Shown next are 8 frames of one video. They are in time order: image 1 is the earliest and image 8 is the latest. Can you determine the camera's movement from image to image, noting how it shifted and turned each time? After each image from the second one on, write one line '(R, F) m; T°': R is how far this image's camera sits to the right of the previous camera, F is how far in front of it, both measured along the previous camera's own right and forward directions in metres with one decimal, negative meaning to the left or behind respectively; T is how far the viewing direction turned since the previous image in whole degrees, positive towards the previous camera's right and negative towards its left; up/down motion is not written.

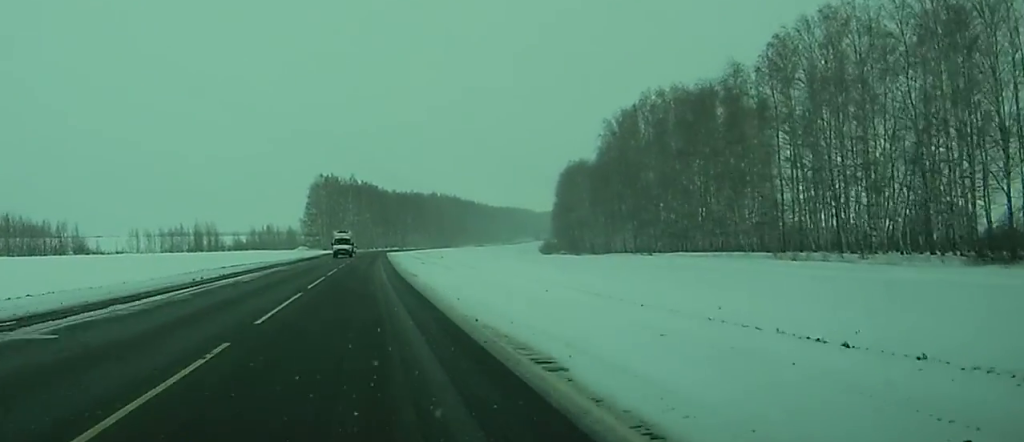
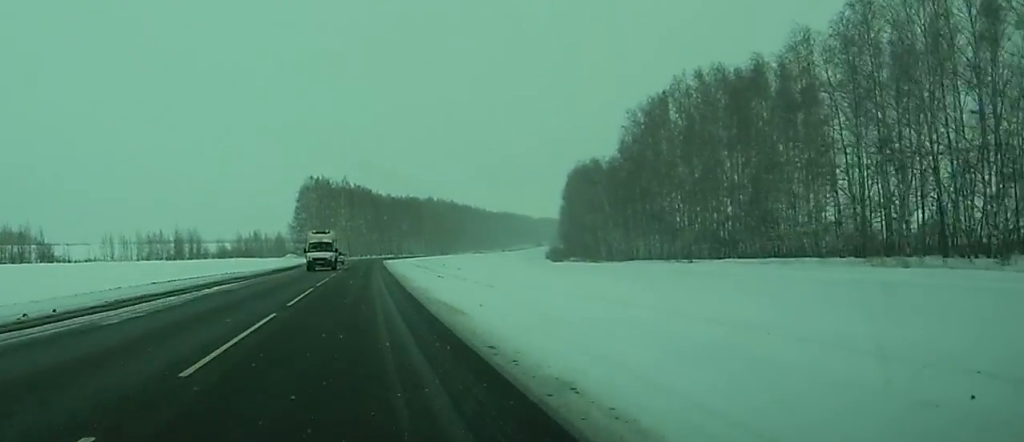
(0.0, +18.0) m; 0°
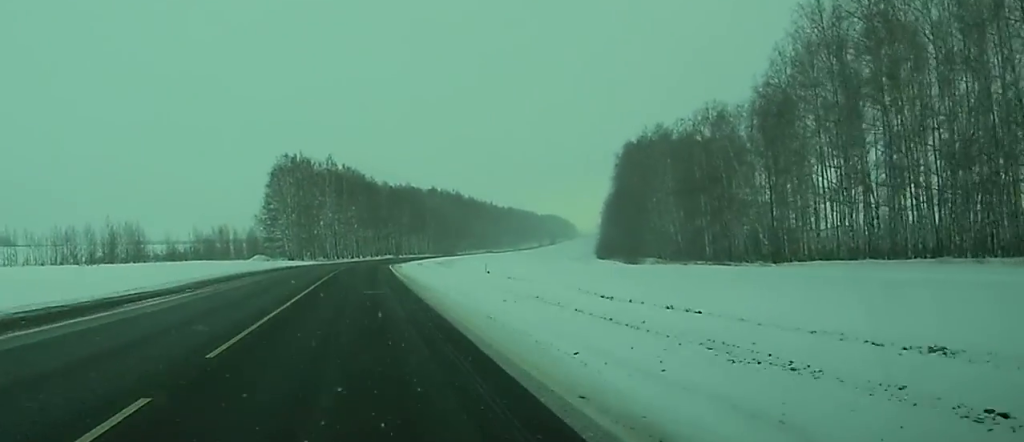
(-0.1, +59.0) m; 0°
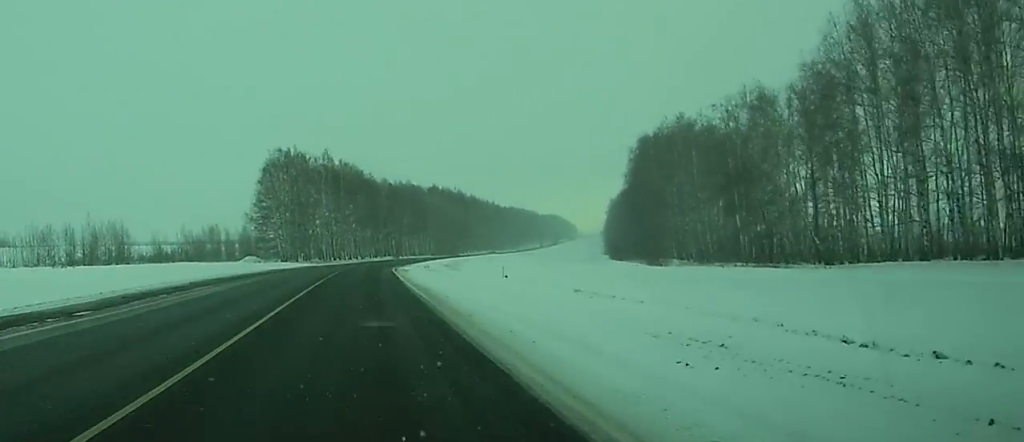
(0.0, +12.1) m; 0°
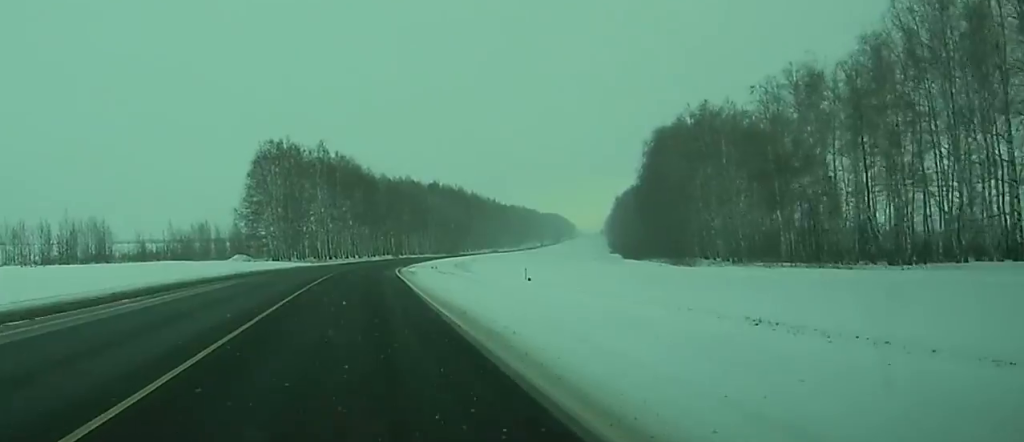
(0.0, +12.0) m; 0°
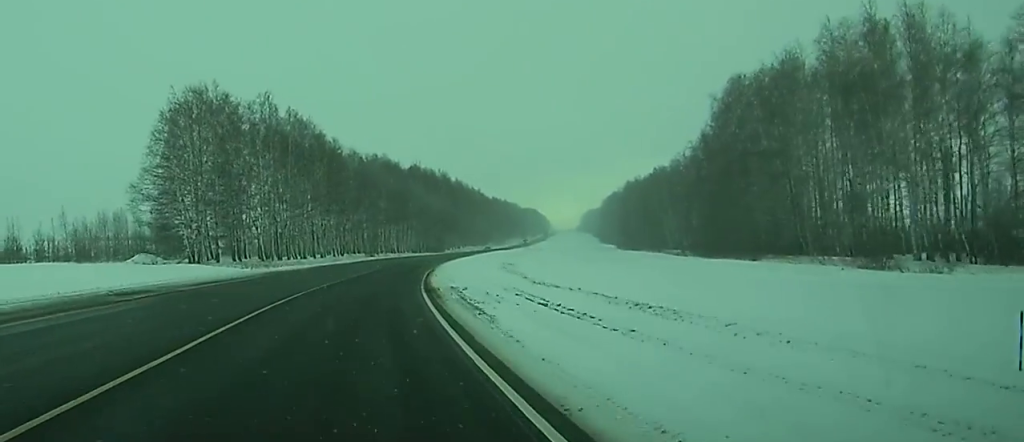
(+0.5, +52.9) m; +2°
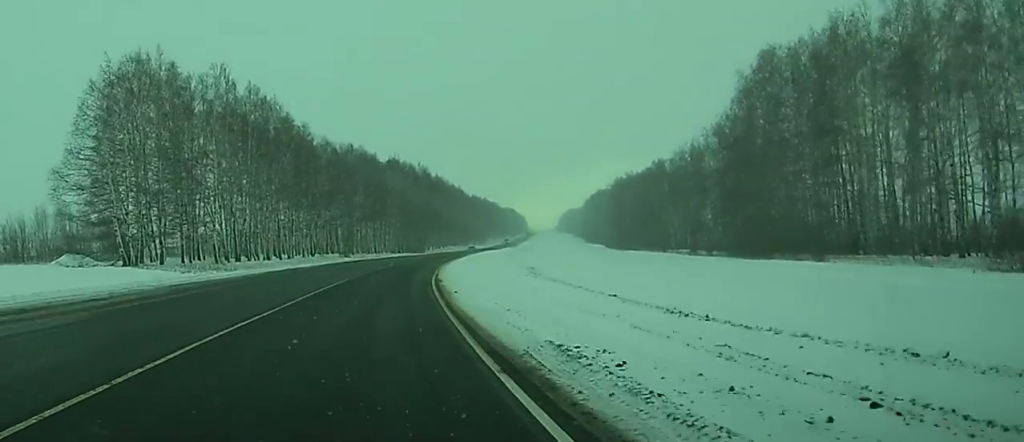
(+0.1, +19.0) m; +1°
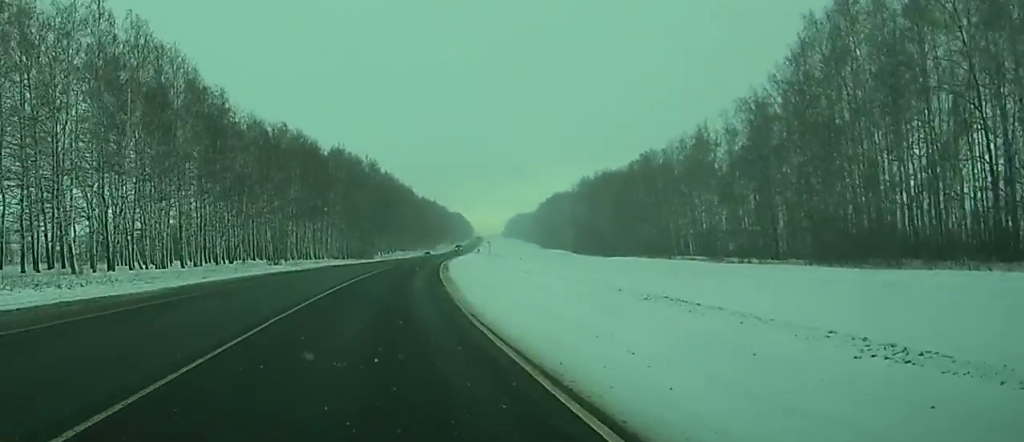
(+0.7, +33.5) m; +2°
